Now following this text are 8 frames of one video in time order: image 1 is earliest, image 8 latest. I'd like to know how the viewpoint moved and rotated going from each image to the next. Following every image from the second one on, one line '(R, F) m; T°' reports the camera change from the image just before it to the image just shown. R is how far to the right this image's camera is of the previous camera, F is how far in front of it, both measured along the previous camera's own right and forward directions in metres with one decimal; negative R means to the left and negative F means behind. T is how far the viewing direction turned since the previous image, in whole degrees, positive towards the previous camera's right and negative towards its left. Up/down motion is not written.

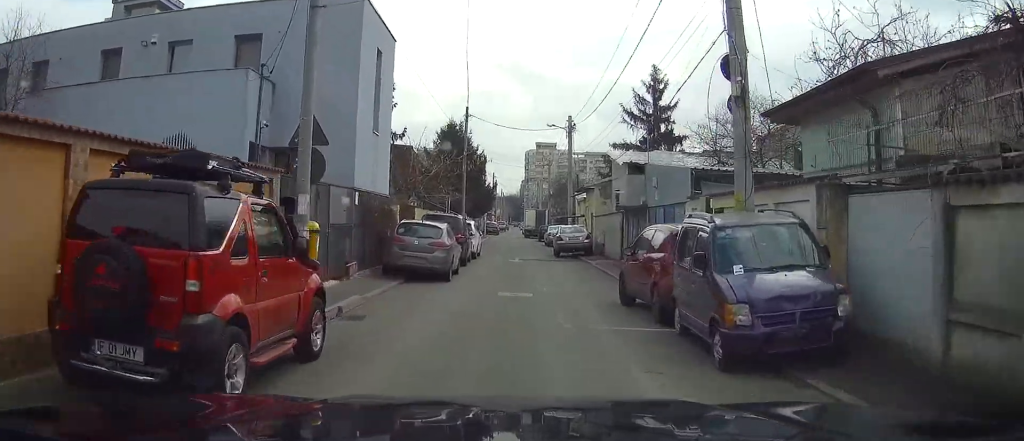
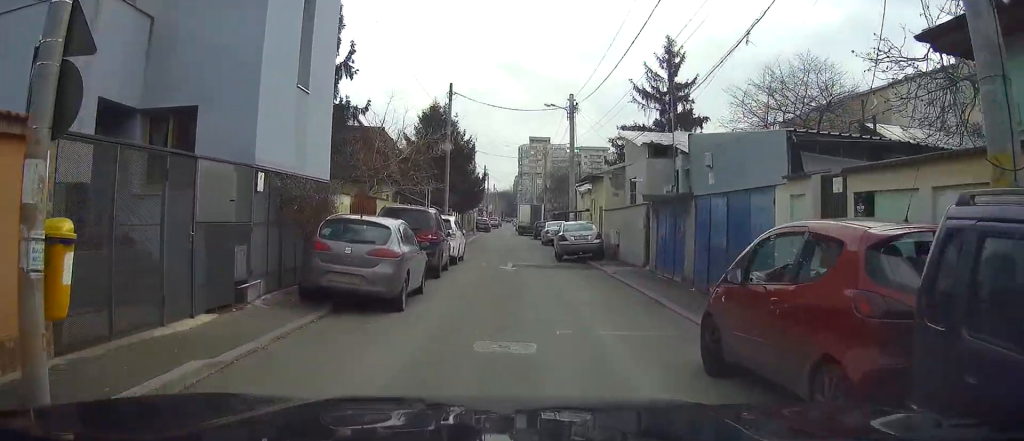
(-0.1, +7.3) m; -1°
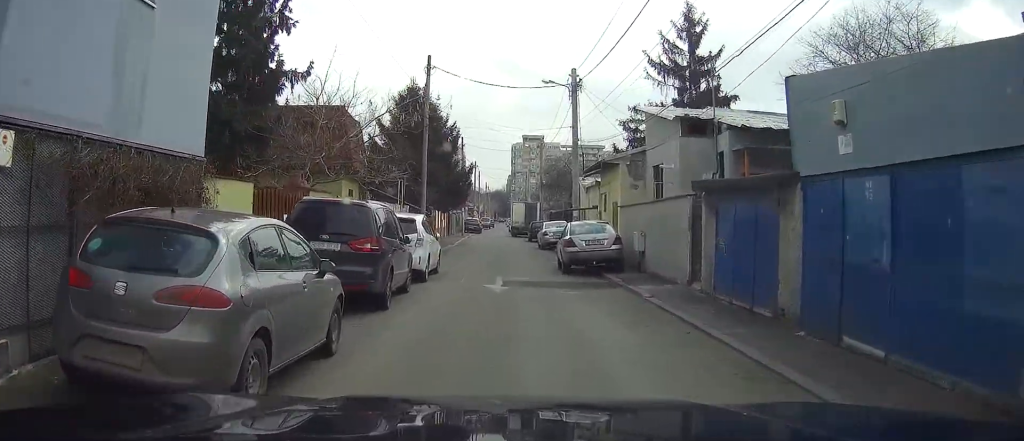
(0.0, +7.1) m; 0°
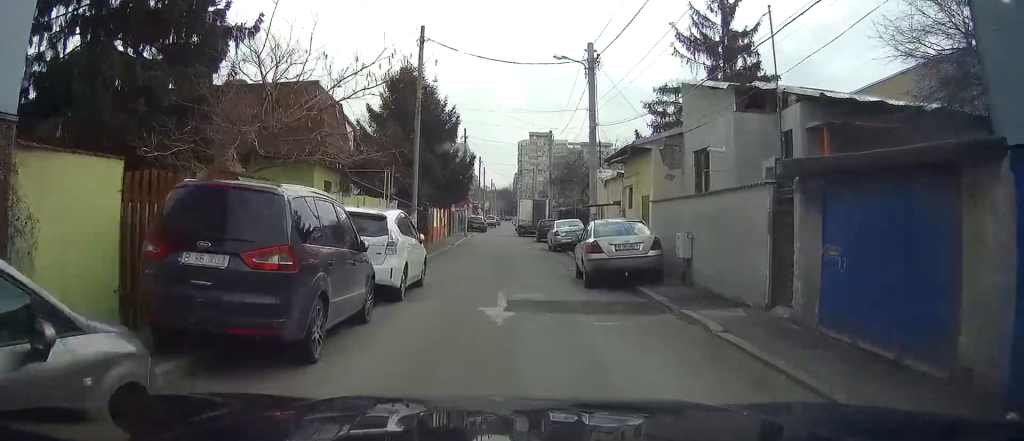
(0.0, +4.8) m; 0°
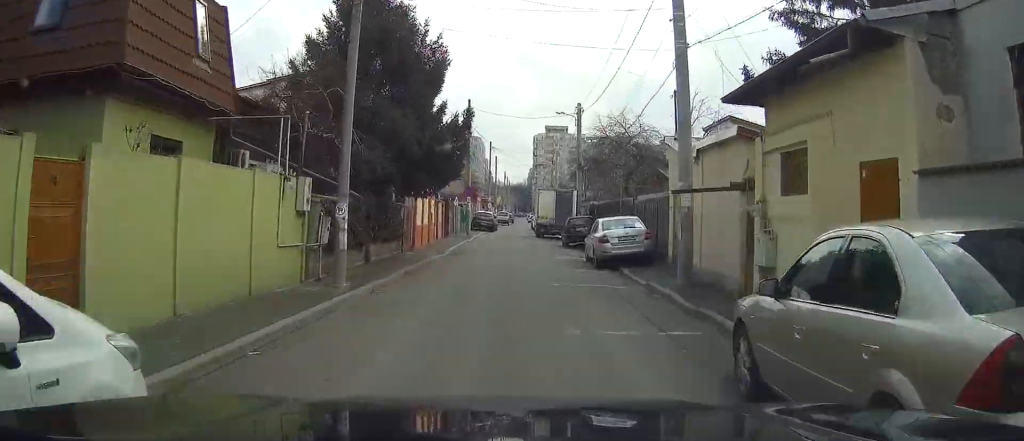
(-0.1, +13.1) m; -1°
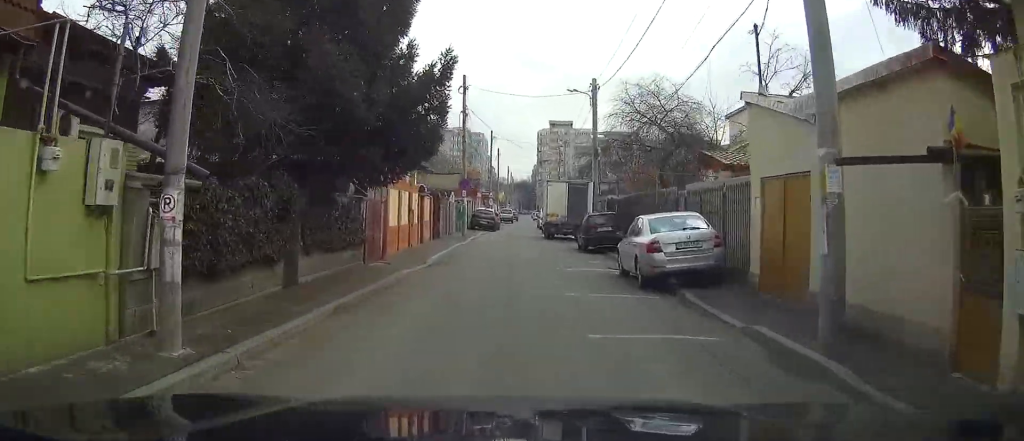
(-0.1, +7.1) m; 0°
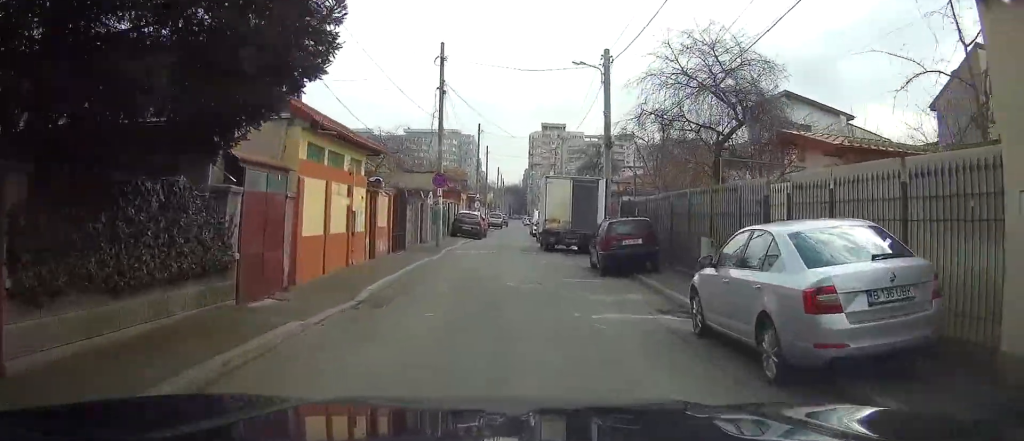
(+0.1, +8.2) m; +1°
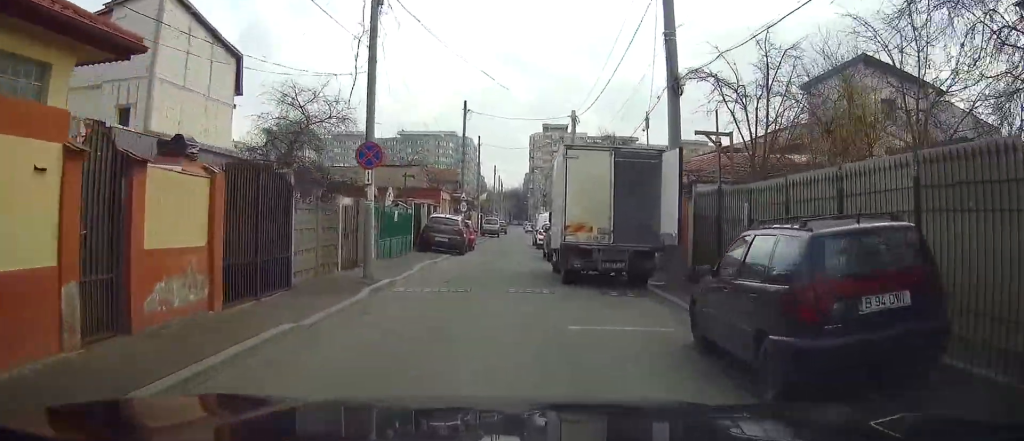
(0.0, +12.7) m; -1°
